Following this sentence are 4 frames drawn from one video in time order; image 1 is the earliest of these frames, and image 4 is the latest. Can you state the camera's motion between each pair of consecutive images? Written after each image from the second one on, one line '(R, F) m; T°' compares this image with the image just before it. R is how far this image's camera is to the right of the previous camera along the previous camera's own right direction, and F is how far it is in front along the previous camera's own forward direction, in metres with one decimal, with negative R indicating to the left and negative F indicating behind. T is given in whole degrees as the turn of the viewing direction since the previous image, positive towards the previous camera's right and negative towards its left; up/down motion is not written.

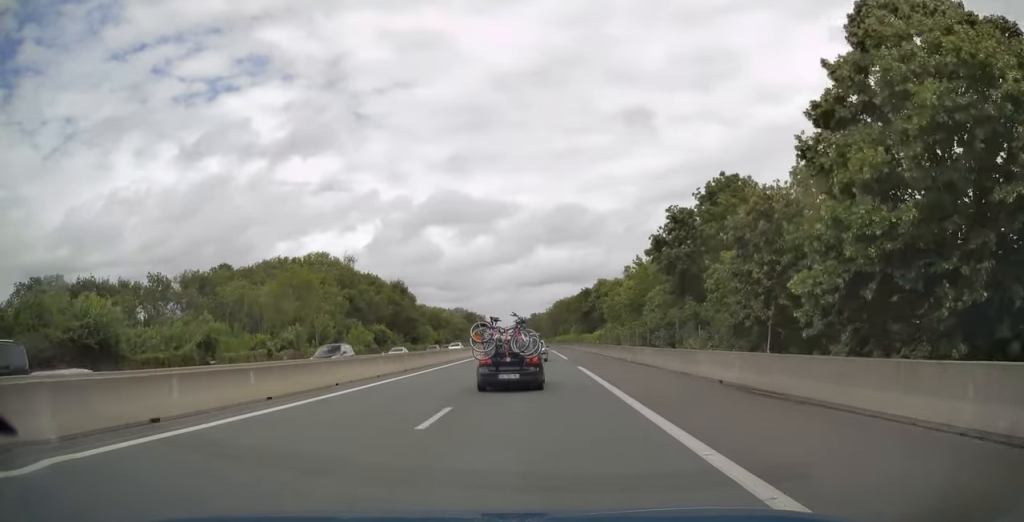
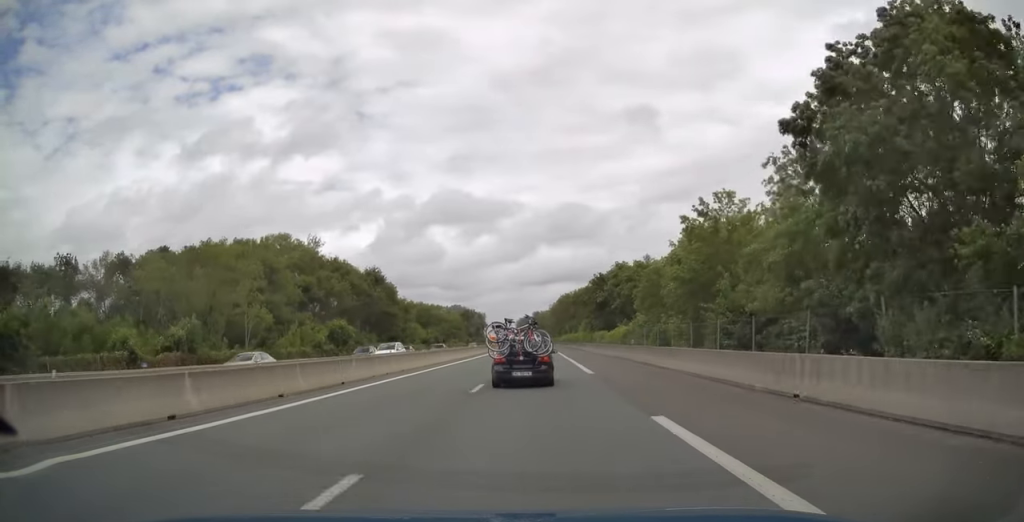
(0.0, +19.5) m; 0°
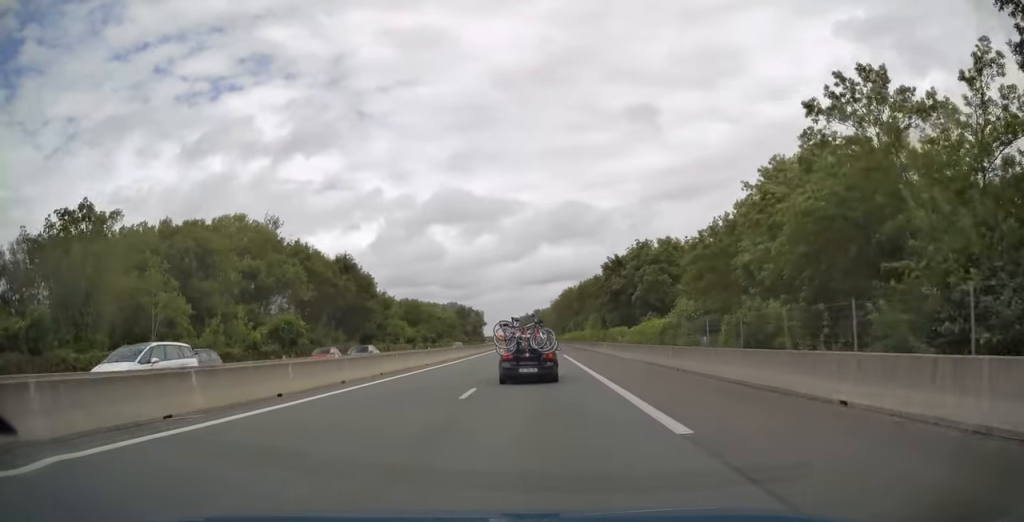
(0.0, +15.1) m; 0°
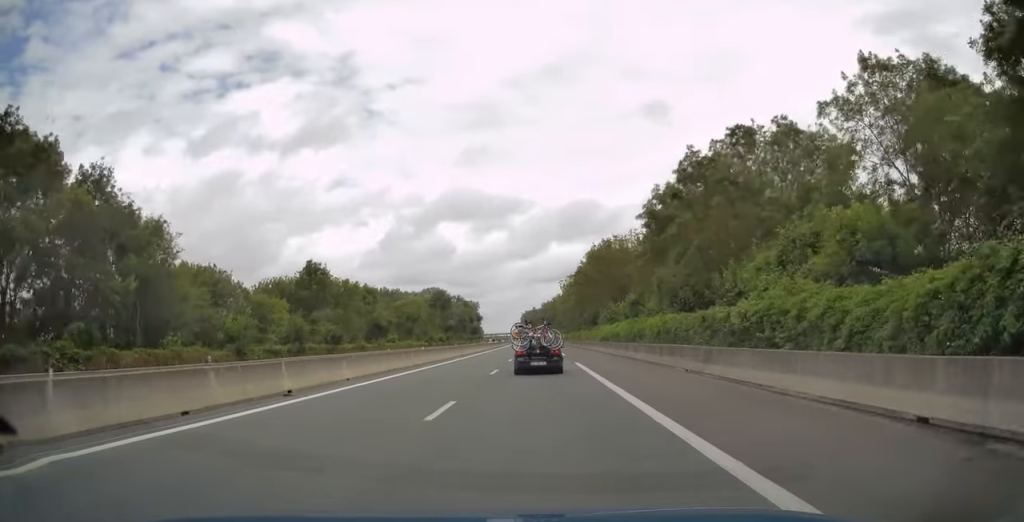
(-0.8, +69.2) m; -1°
